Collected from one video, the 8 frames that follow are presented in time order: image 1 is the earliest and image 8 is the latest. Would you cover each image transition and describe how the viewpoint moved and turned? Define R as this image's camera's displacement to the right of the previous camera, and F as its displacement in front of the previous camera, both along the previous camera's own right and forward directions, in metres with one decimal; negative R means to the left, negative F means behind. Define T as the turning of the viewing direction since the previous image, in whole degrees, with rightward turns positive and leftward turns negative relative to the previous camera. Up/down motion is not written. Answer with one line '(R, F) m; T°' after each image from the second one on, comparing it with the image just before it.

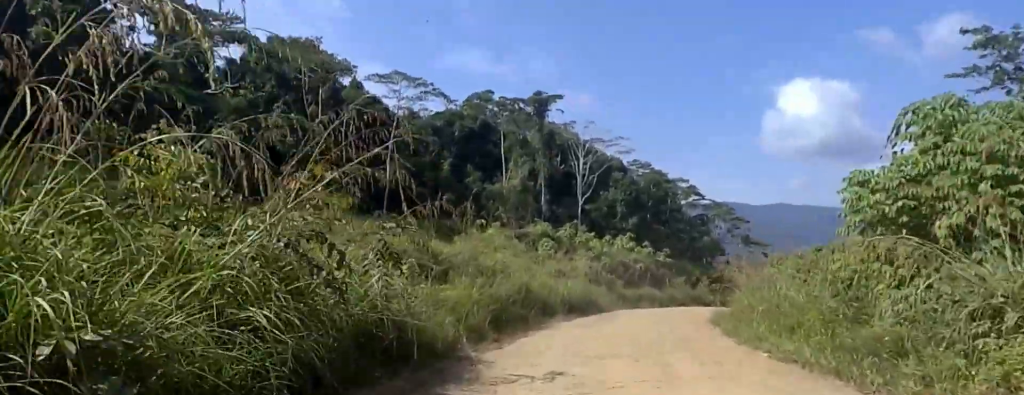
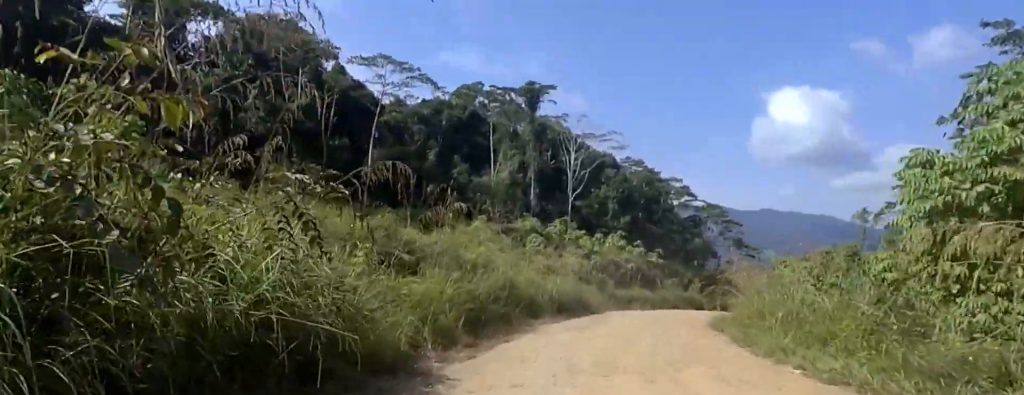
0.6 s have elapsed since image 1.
(-0.1, +3.1) m; -4°
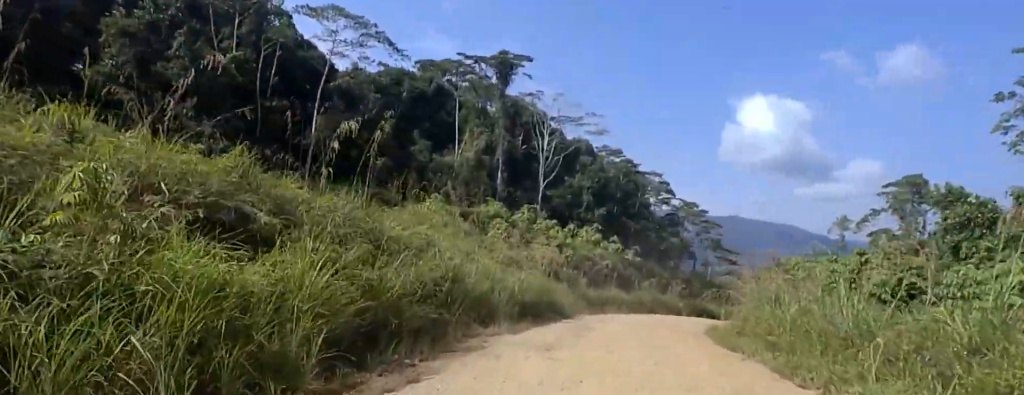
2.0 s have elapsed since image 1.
(-0.8, +7.6) m; +6°
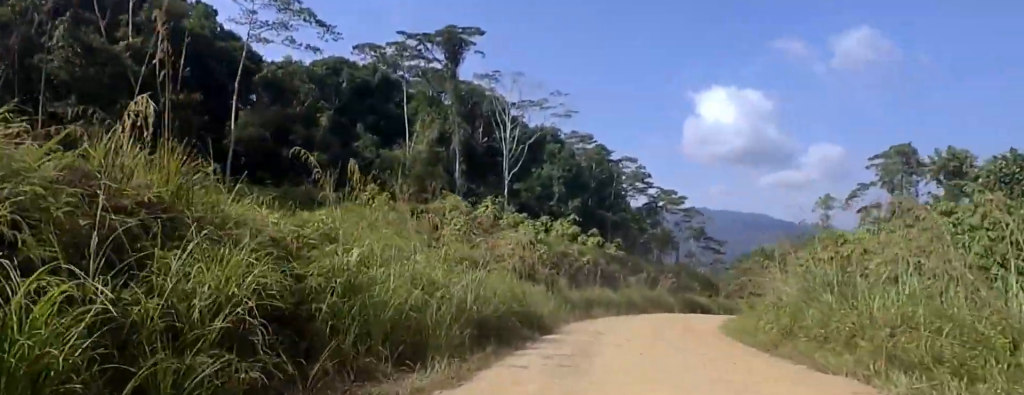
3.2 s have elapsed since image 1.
(+1.6, +7.7) m; 0°
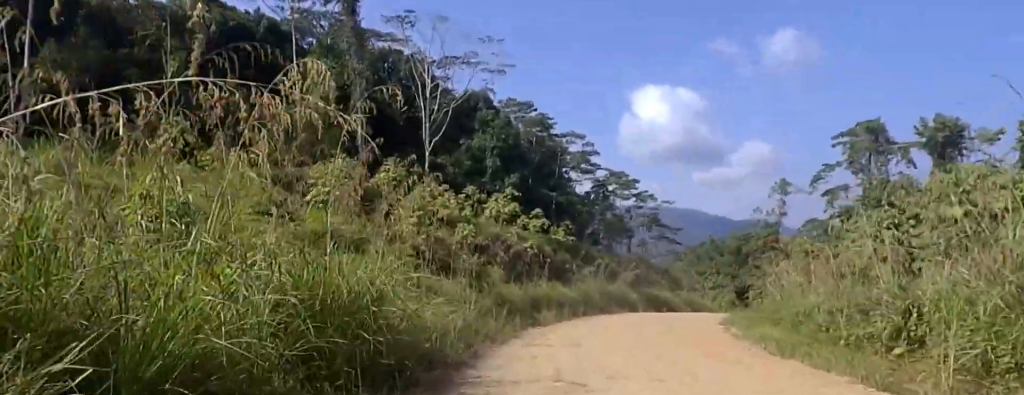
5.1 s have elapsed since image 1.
(0.0, +11.9) m; +15°
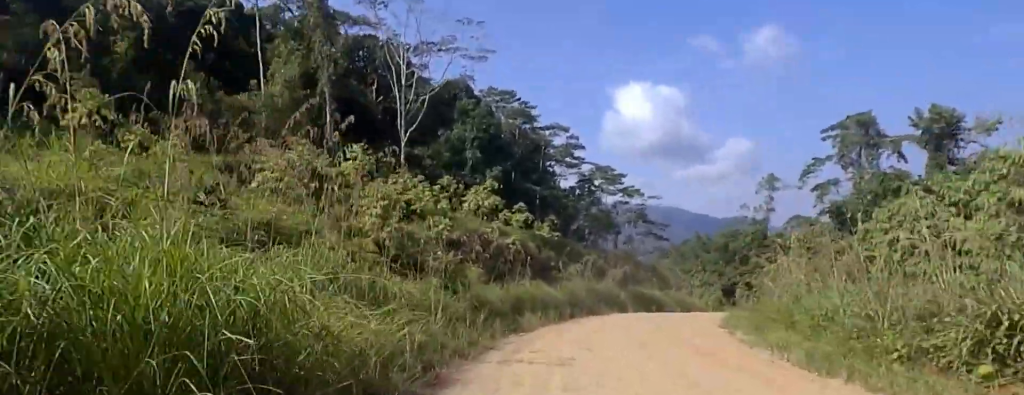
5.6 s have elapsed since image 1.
(-0.1, +2.9) m; -1°
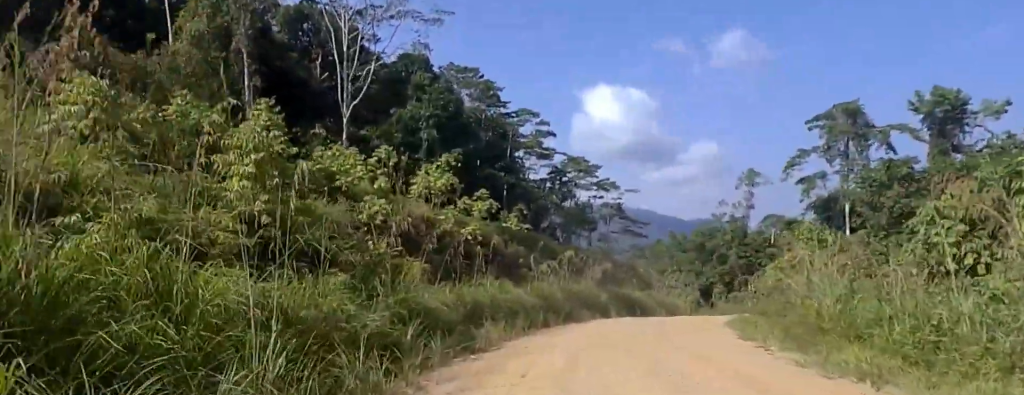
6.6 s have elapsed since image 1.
(-0.1, +6.4) m; +2°
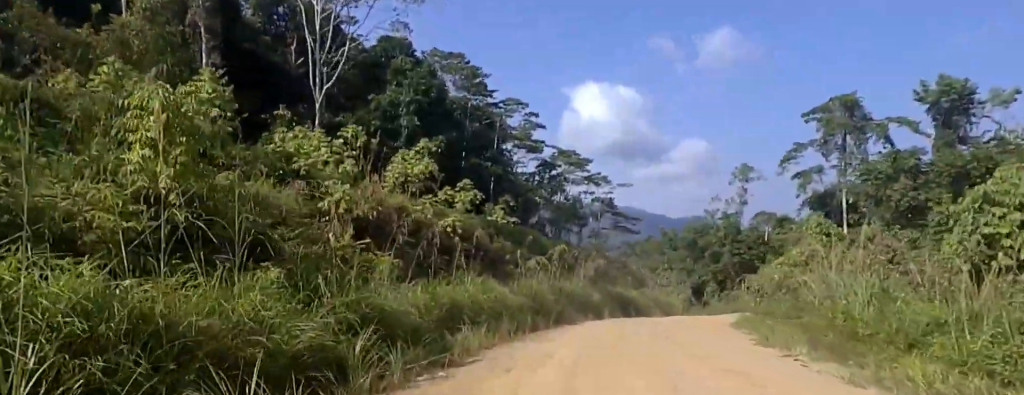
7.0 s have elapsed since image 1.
(-0.1, +2.5) m; +2°
